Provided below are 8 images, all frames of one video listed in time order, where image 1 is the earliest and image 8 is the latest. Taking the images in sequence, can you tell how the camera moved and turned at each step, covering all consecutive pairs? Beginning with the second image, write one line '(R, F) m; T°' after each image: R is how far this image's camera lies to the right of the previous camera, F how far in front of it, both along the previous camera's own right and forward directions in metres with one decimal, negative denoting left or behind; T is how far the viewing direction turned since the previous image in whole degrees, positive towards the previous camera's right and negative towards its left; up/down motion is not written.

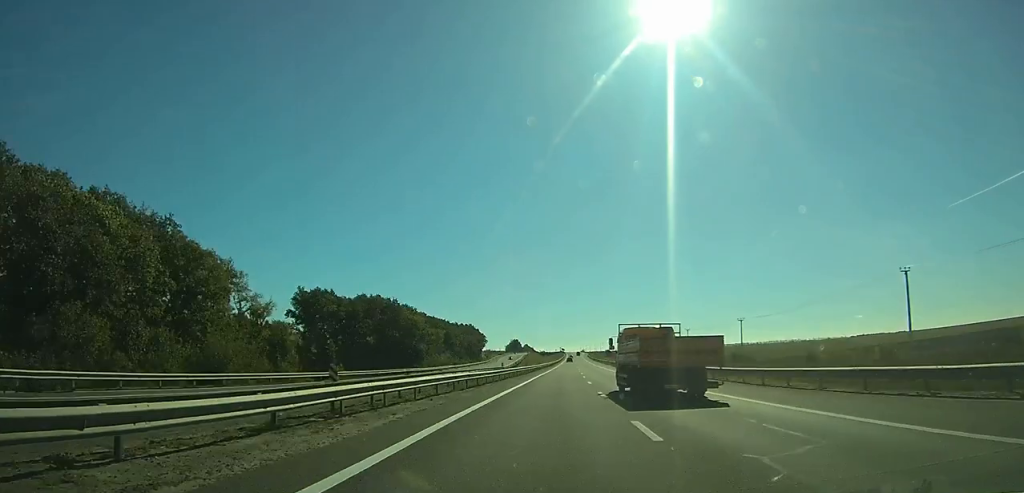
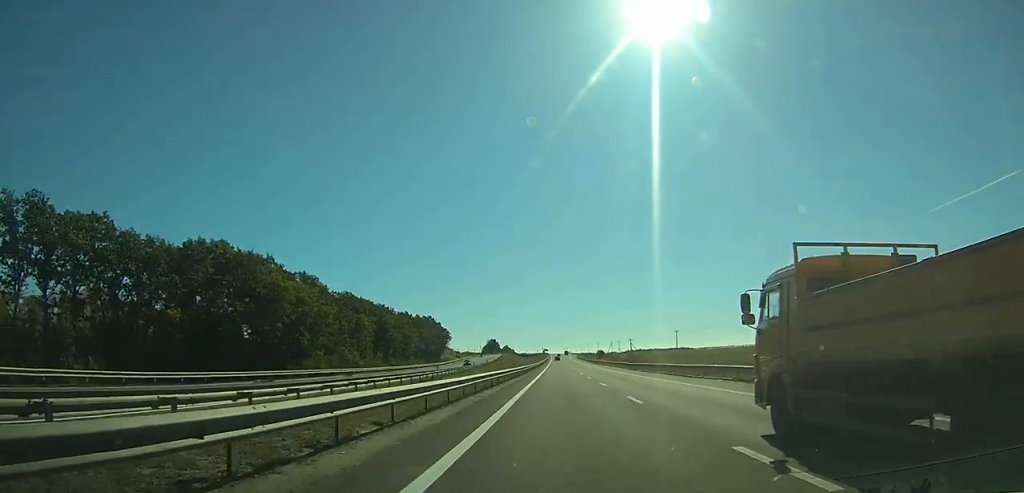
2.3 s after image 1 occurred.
(+0.7, +62.8) m; +1°
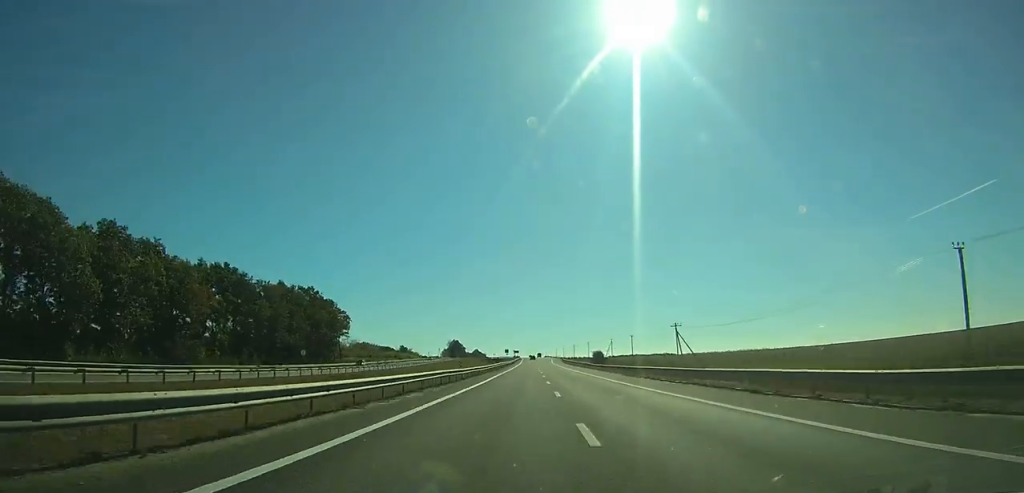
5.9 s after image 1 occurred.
(+2.3, +102.8) m; +2°
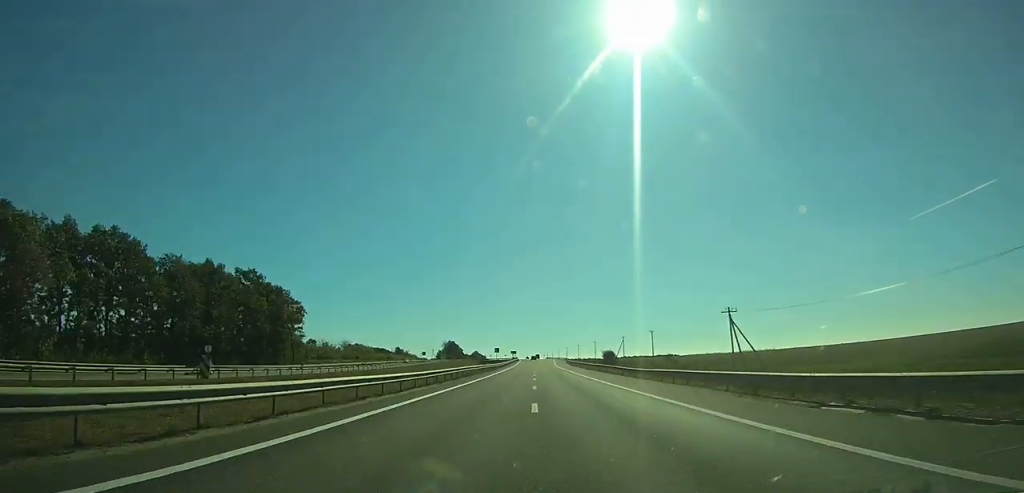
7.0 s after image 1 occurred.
(+0.2, +30.0) m; 0°
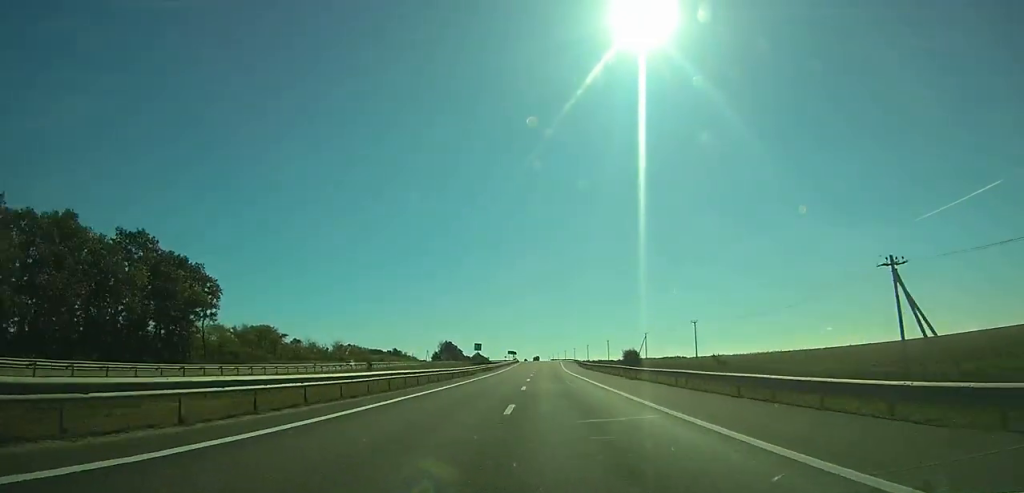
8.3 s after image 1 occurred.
(0.0, +35.6) m; 0°
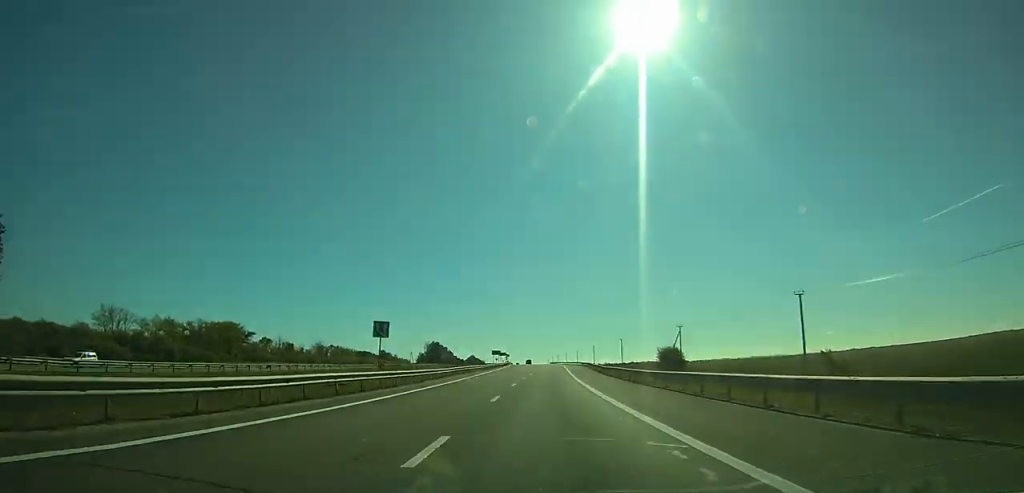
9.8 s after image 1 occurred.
(-0.1, +43.0) m; 0°
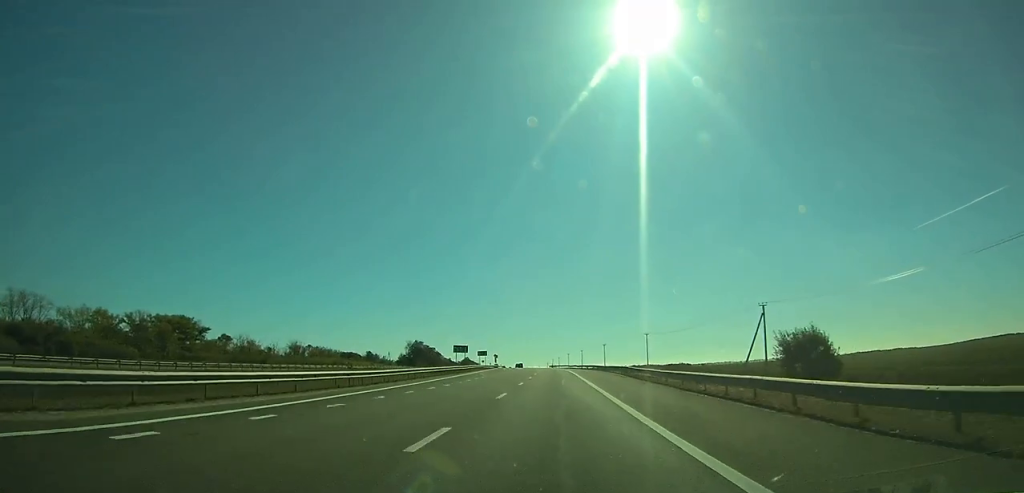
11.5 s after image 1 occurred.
(0.0, +46.5) m; 0°
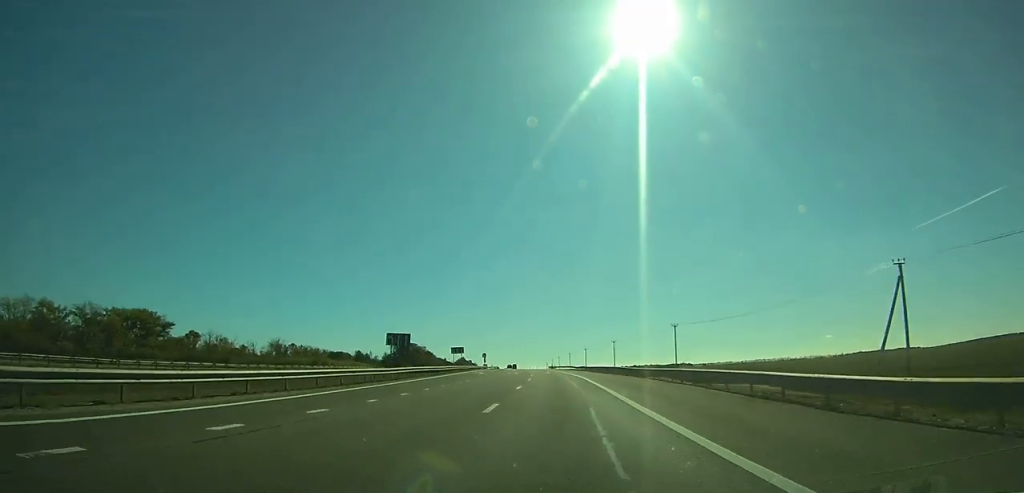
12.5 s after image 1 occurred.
(0.0, +29.7) m; 0°
